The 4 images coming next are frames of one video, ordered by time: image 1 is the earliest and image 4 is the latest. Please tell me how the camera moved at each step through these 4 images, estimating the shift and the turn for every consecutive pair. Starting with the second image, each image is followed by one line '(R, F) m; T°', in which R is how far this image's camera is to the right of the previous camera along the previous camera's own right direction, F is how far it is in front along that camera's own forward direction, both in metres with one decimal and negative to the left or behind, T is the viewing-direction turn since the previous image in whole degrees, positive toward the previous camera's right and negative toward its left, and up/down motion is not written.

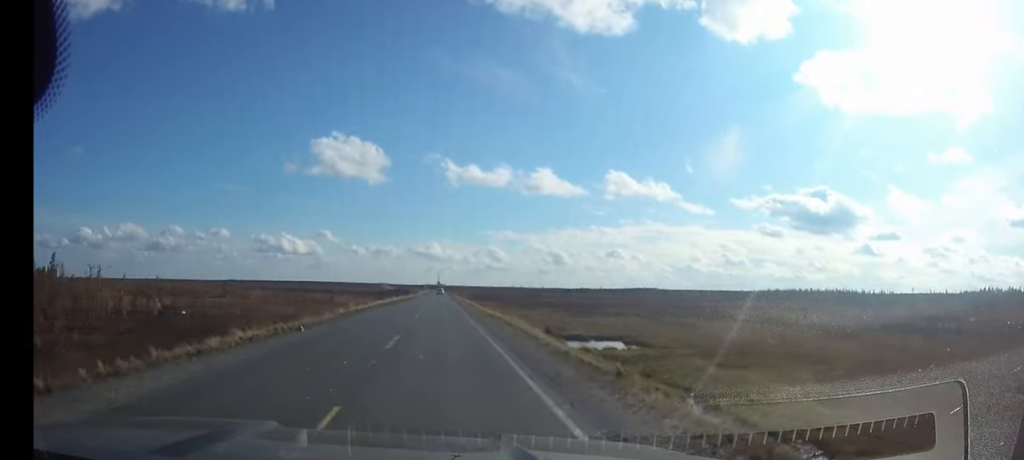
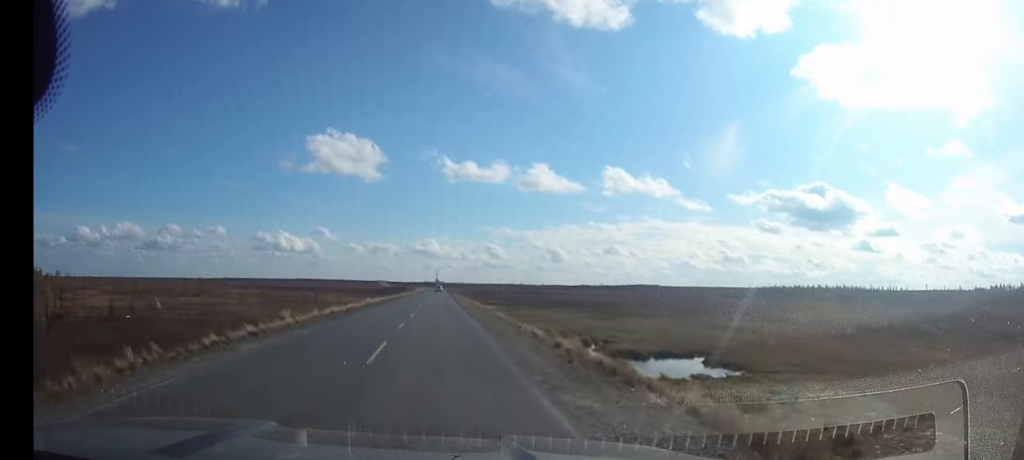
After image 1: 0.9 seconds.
(0.0, +23.9) m; 0°
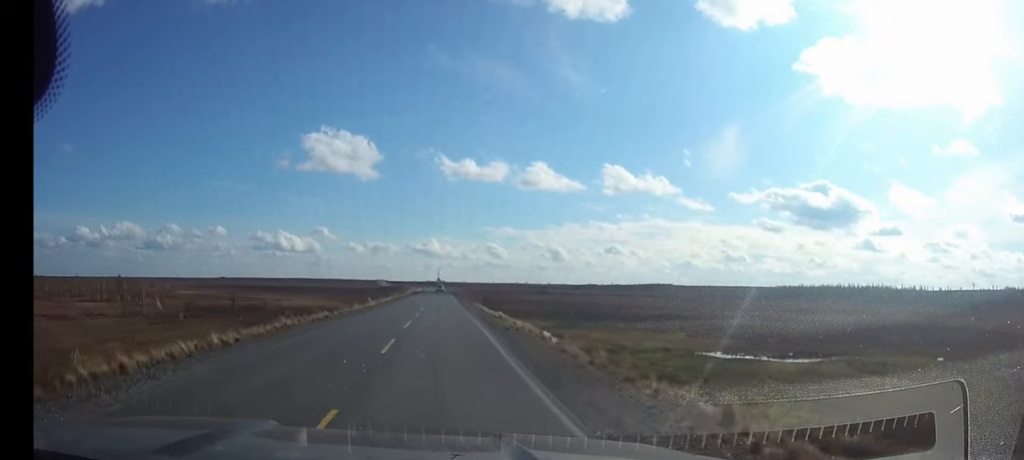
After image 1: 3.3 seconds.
(0.0, +66.1) m; 0°
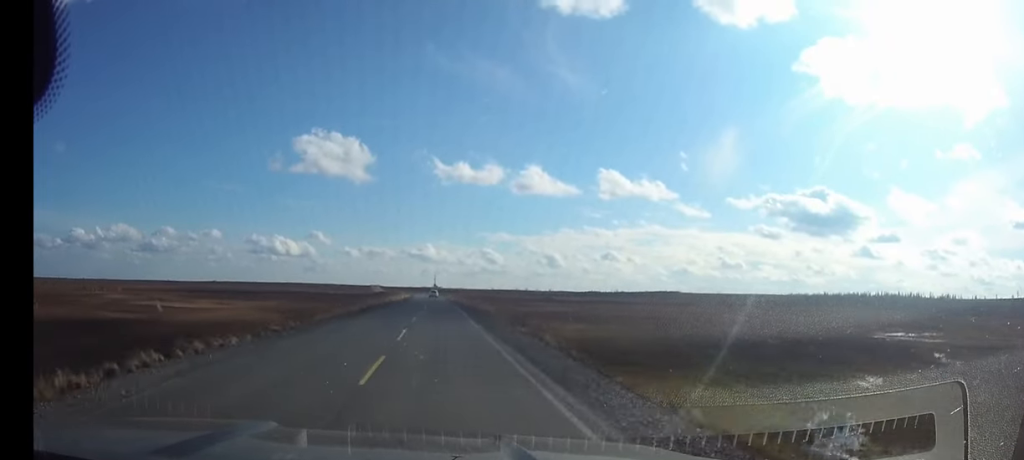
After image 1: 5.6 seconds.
(+0.1, +65.2) m; 0°
